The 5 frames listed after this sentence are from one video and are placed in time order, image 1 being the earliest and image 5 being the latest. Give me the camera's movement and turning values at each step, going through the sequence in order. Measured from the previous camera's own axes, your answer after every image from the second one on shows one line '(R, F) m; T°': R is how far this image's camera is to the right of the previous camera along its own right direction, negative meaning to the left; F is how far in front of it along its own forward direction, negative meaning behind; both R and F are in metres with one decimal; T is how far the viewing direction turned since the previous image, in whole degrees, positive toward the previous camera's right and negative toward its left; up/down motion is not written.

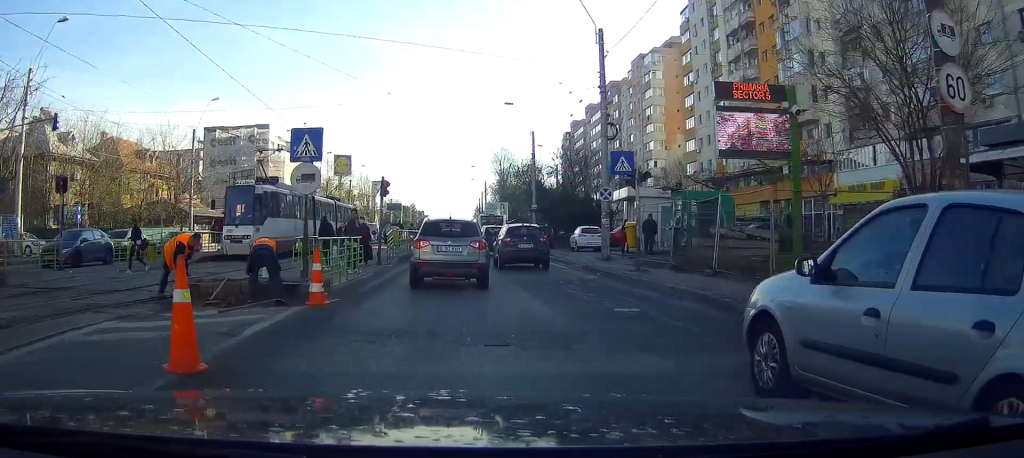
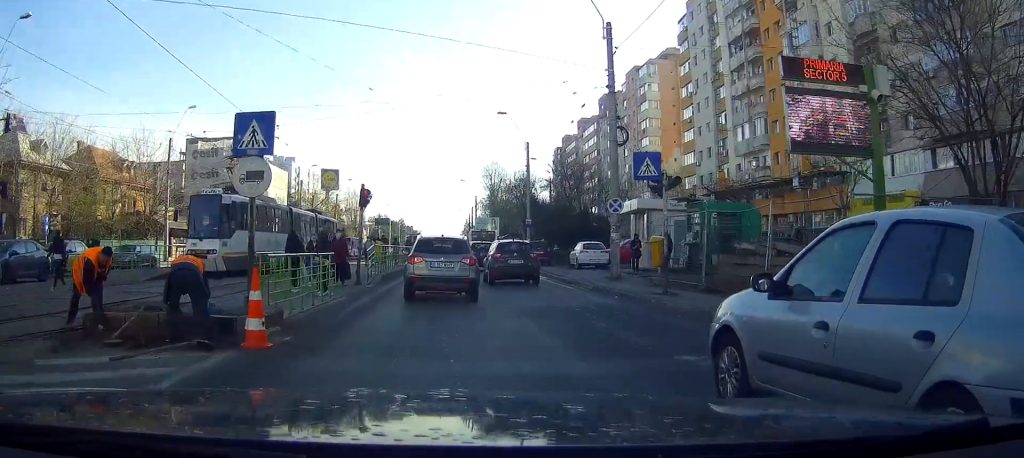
(+0.1, +5.4) m; +2°
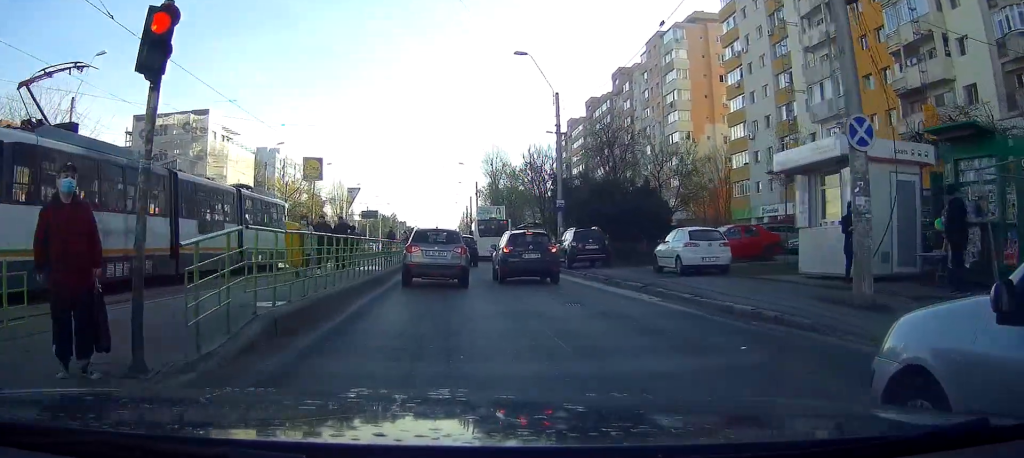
(+1.7, +22.5) m; +8°
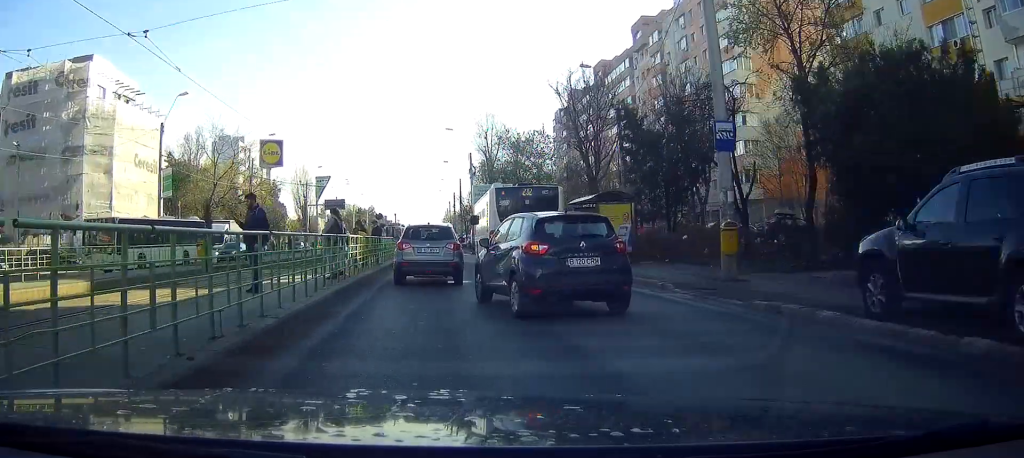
(+3.2, +26.4) m; +13°
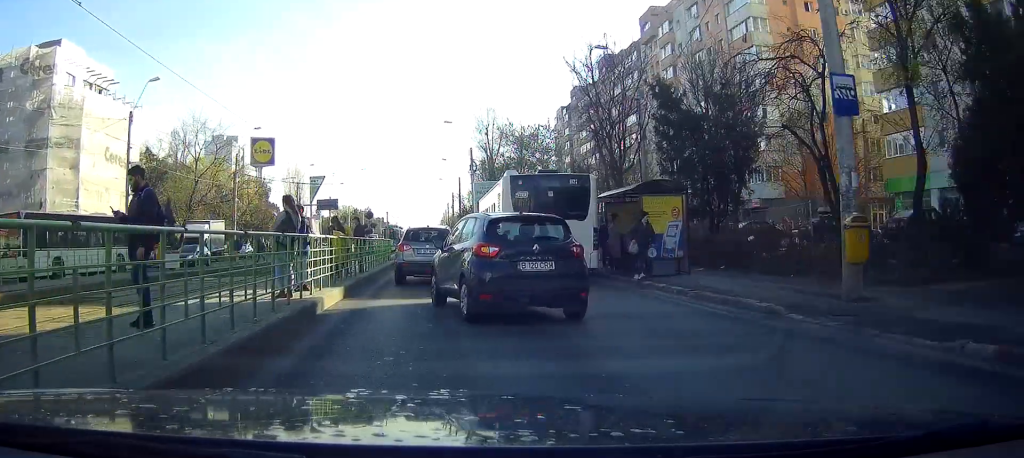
(+0.1, +5.4) m; -1°
